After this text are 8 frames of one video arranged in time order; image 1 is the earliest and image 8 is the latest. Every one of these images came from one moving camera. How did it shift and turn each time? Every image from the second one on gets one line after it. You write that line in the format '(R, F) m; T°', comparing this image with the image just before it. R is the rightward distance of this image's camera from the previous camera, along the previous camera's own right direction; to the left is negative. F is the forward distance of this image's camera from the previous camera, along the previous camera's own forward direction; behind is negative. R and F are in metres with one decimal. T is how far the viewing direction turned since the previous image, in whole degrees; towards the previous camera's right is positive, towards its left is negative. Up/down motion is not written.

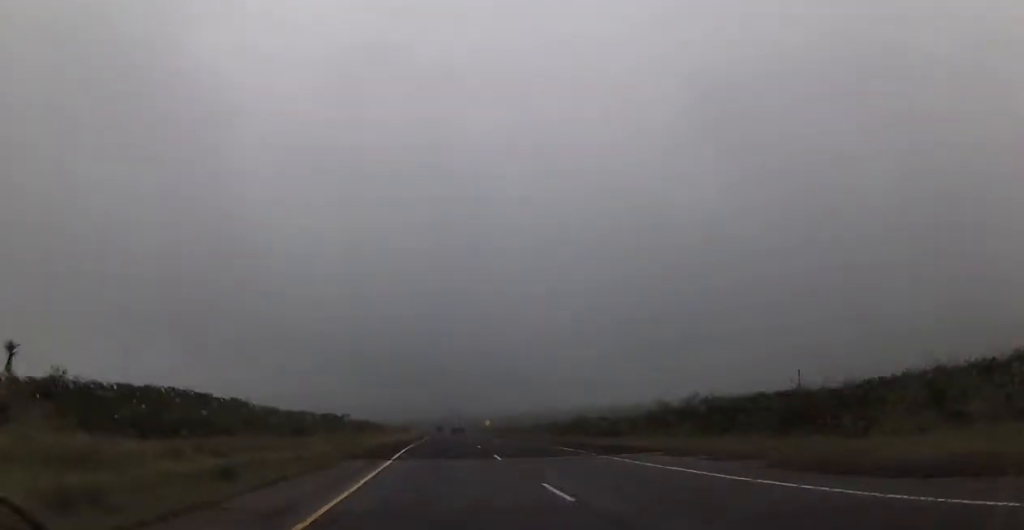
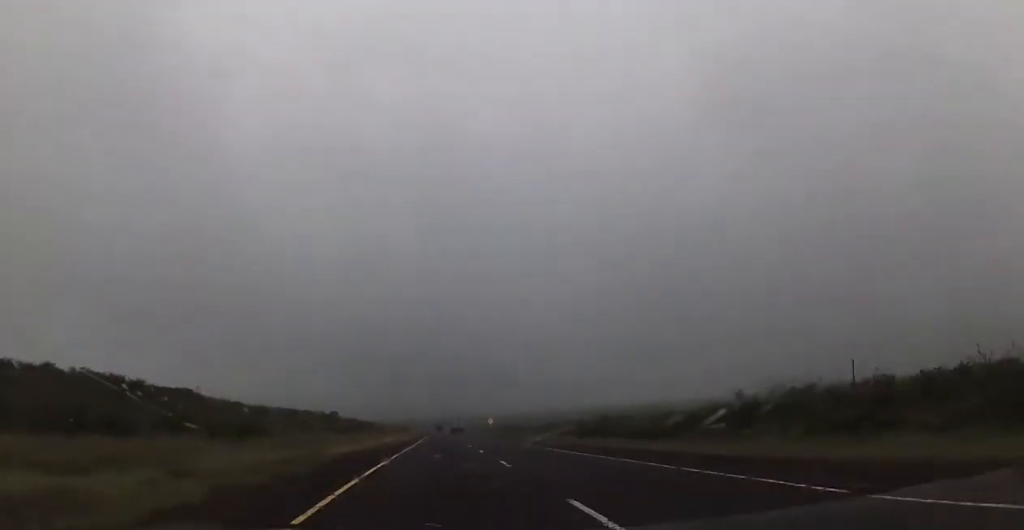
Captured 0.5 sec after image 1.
(0.0, +16.0) m; 0°
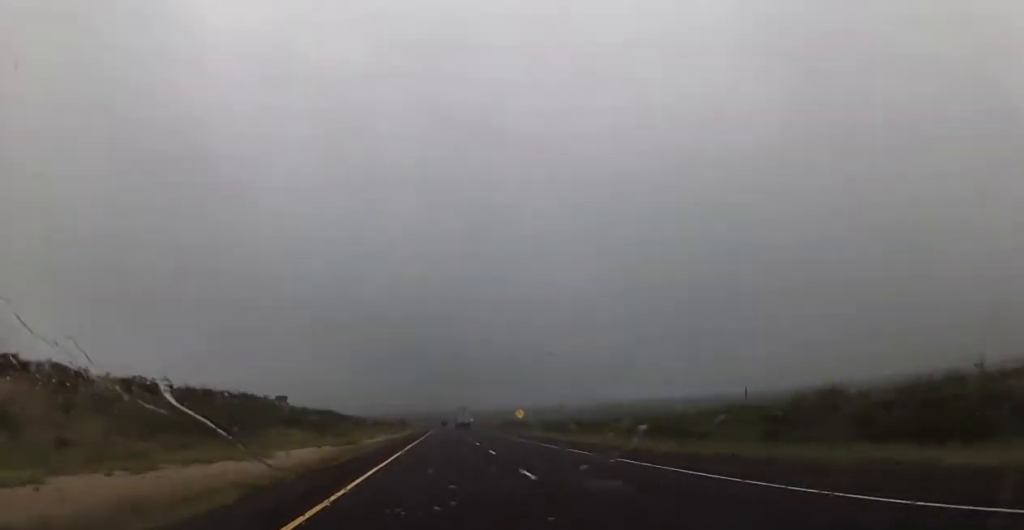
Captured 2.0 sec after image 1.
(+0.6, +53.8) m; 0°
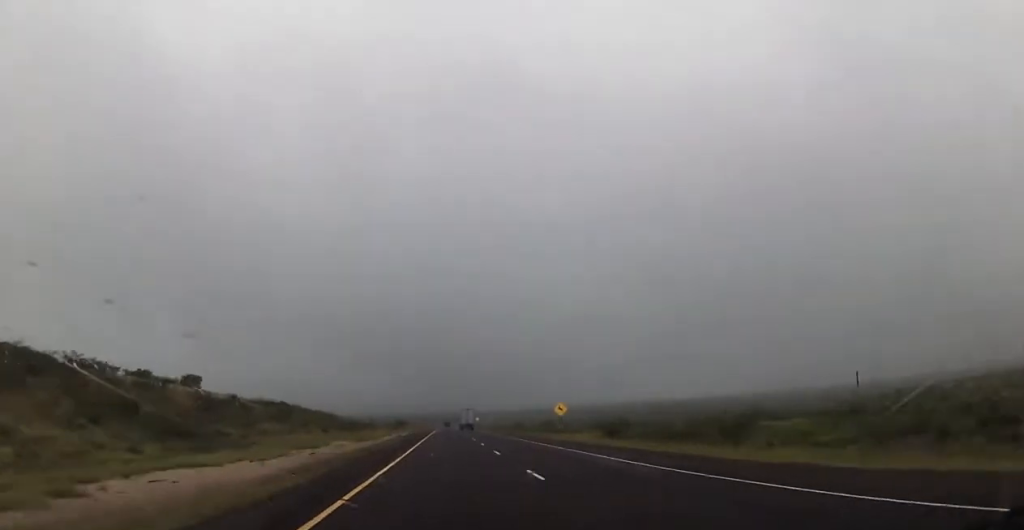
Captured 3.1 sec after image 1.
(-0.5, +36.7) m; 0°
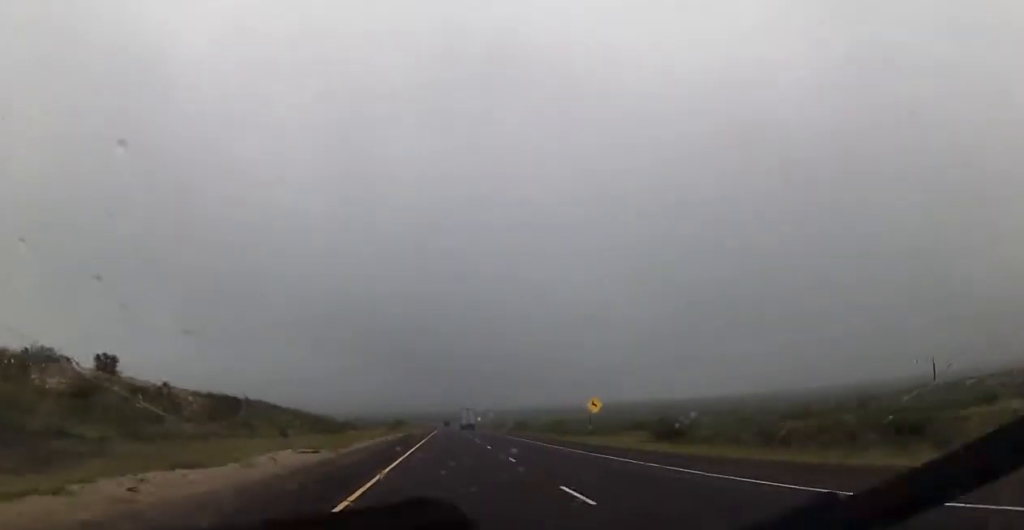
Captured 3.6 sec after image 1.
(+0.1, +17.2) m; 0°
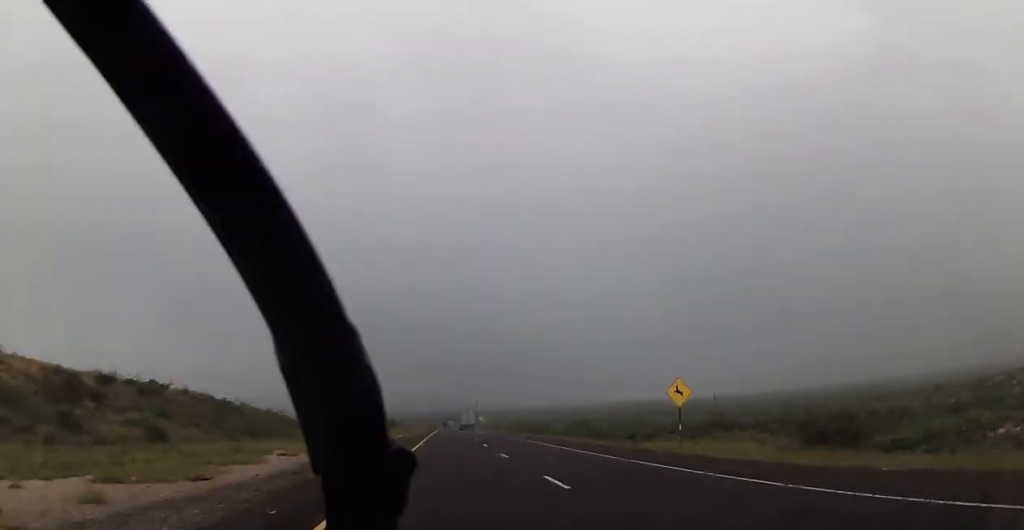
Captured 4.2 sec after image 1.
(+0.3, +21.8) m; 0°
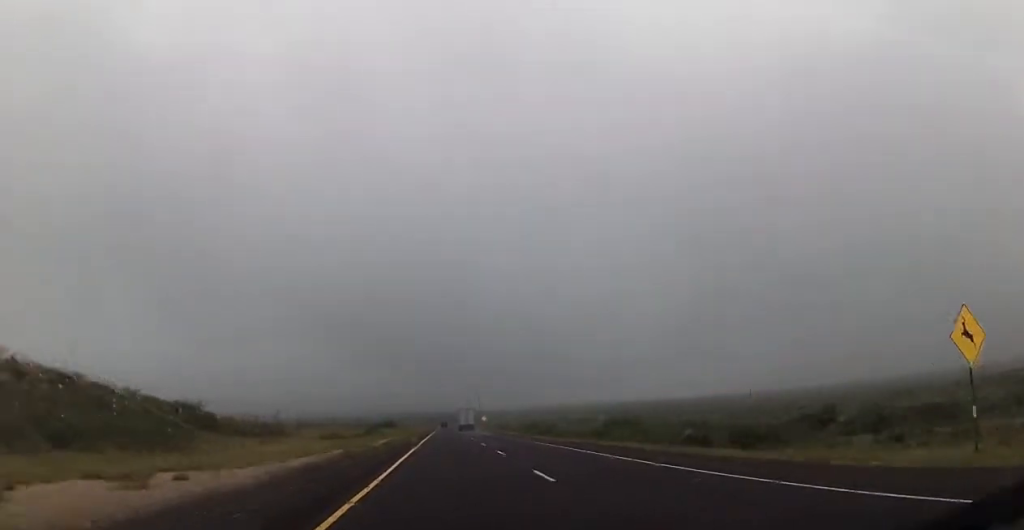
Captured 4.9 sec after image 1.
(-0.3, +23.0) m; 0°
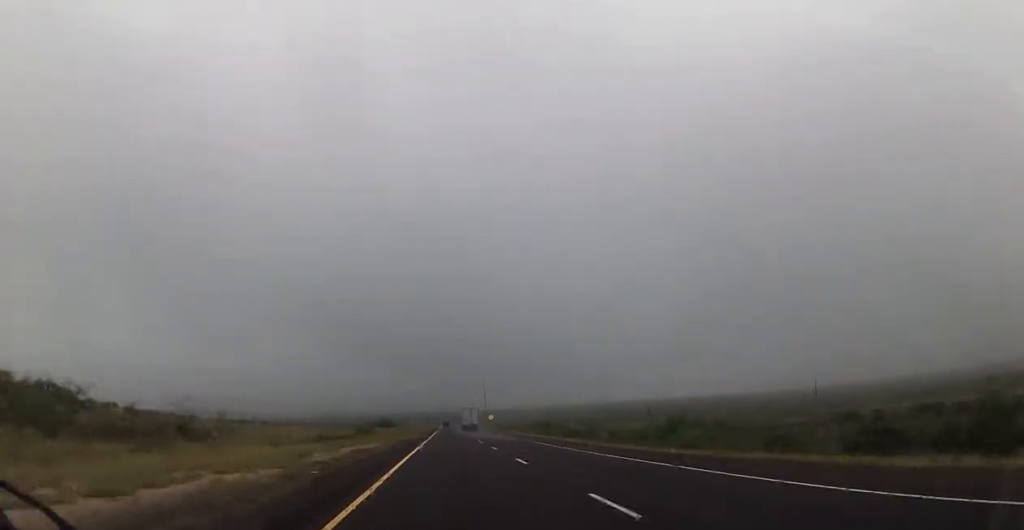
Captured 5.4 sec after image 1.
(0.0, +18.4) m; 0°
